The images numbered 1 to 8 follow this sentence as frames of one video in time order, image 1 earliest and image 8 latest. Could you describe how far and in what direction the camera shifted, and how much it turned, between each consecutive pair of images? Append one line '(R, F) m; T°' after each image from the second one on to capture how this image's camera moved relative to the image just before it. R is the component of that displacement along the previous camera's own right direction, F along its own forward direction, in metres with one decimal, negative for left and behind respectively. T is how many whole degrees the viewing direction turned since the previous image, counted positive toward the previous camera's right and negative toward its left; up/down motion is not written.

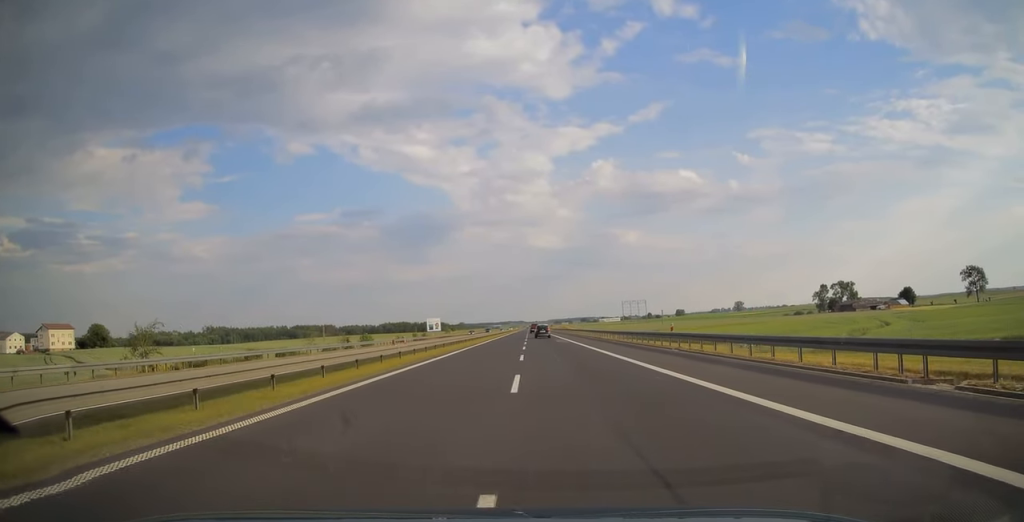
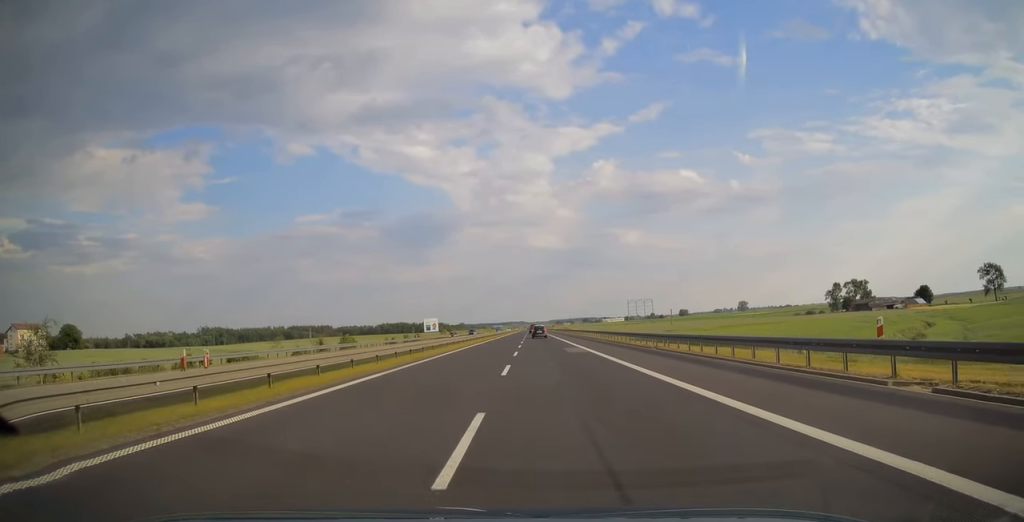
(+0.1, +19.7) m; 0°
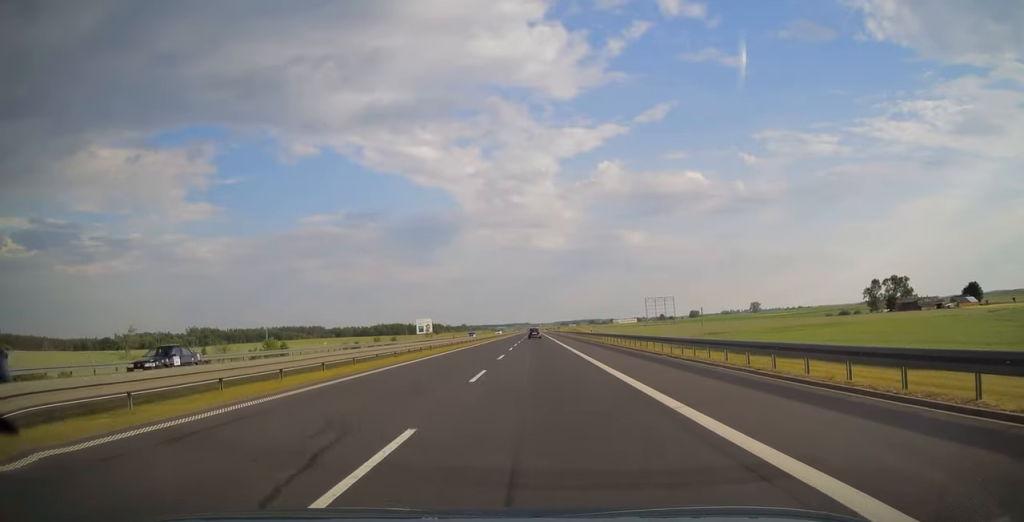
(-0.1, +49.3) m; 0°
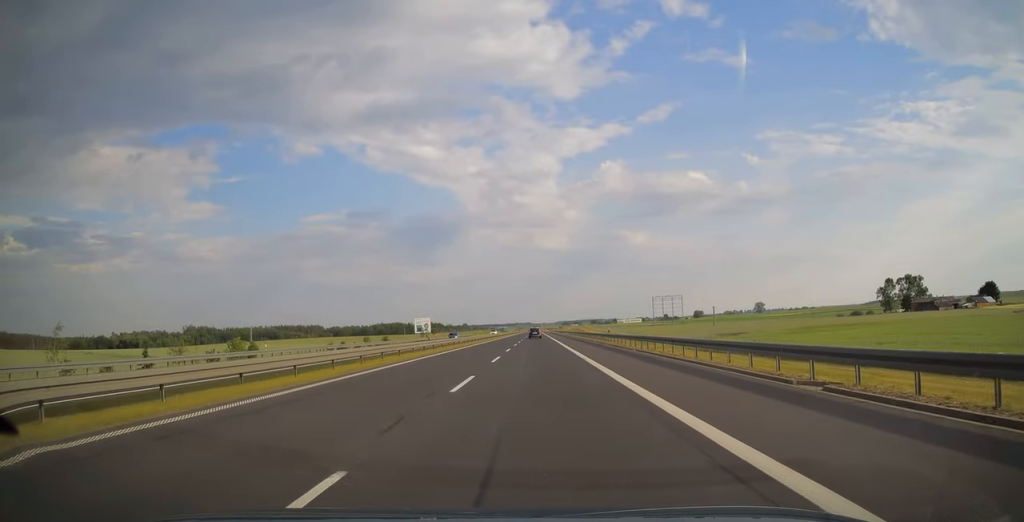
(0.0, +14.5) m; 0°
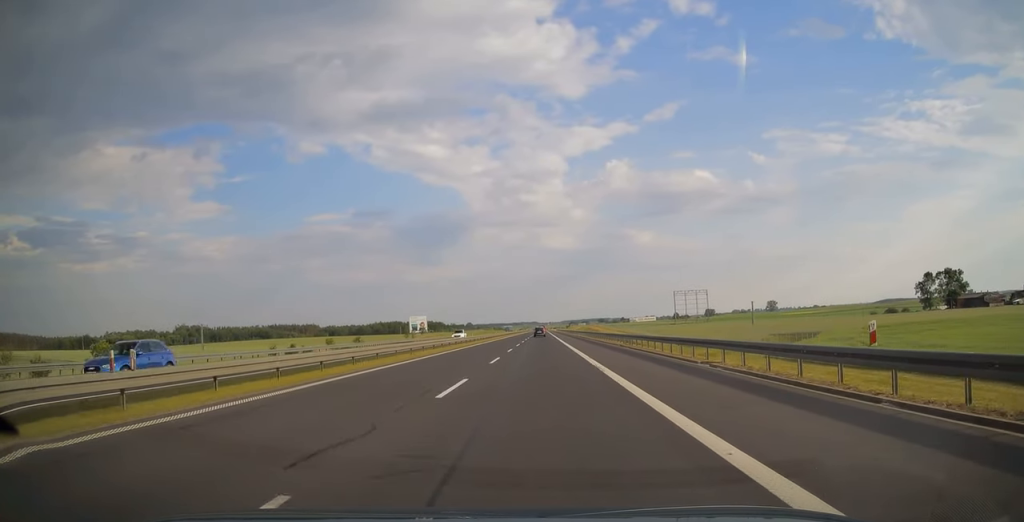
(-0.1, +37.3) m; -1°
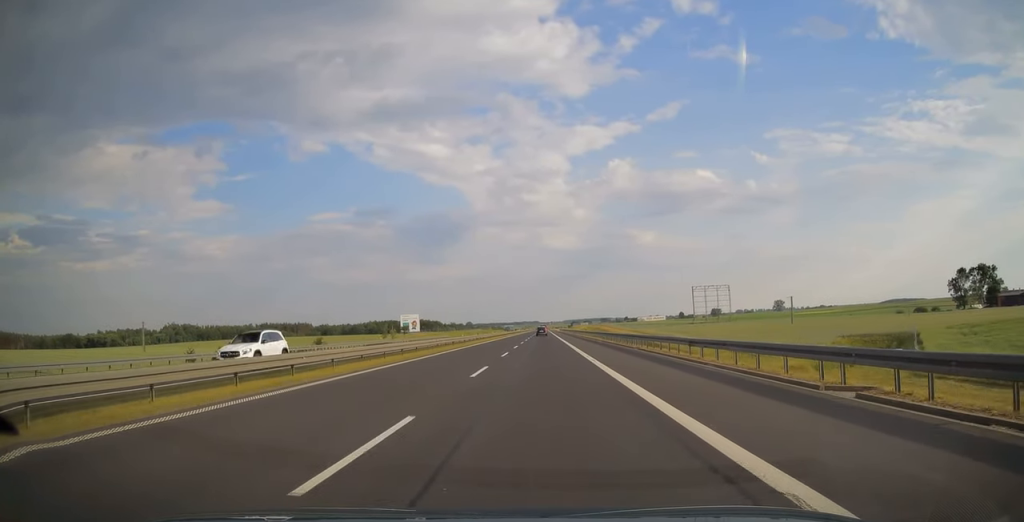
(-0.2, +30.9) m; 0°
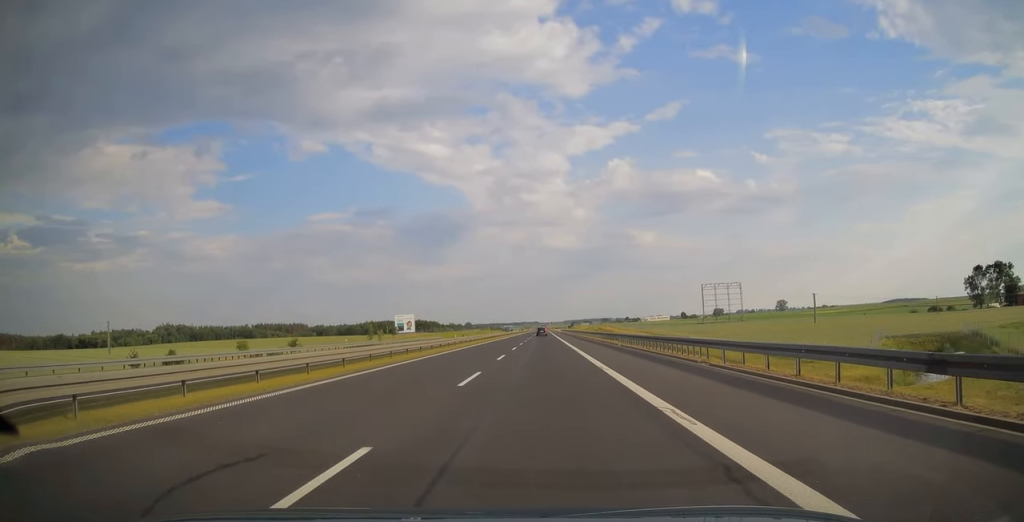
(0.0, +14.7) m; 0°
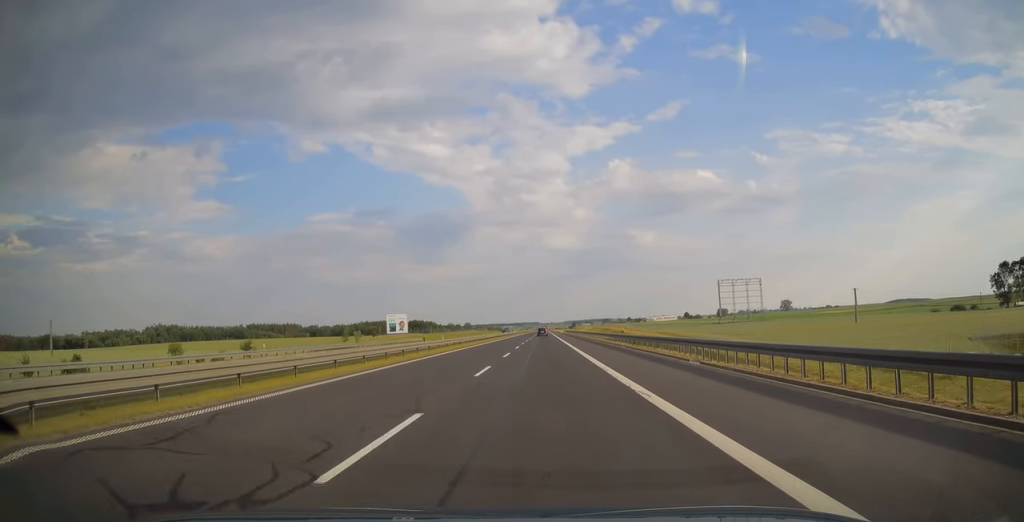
(0.0, +21.2) m; 0°
